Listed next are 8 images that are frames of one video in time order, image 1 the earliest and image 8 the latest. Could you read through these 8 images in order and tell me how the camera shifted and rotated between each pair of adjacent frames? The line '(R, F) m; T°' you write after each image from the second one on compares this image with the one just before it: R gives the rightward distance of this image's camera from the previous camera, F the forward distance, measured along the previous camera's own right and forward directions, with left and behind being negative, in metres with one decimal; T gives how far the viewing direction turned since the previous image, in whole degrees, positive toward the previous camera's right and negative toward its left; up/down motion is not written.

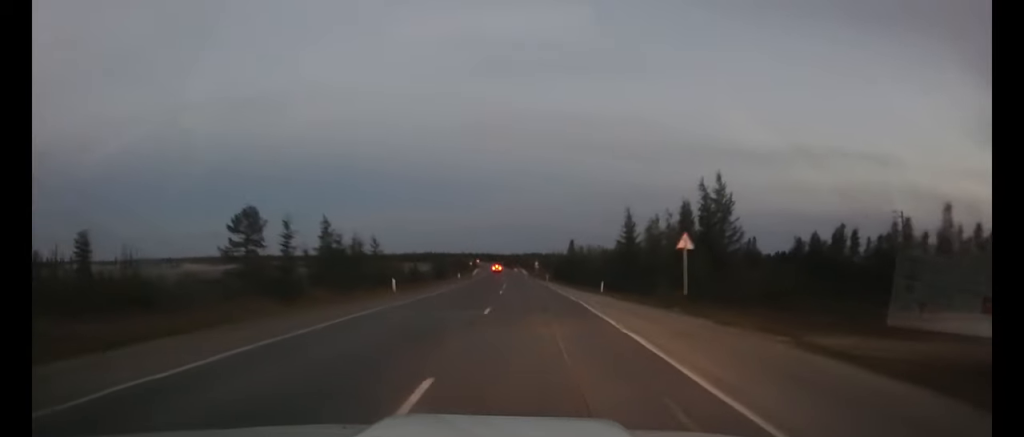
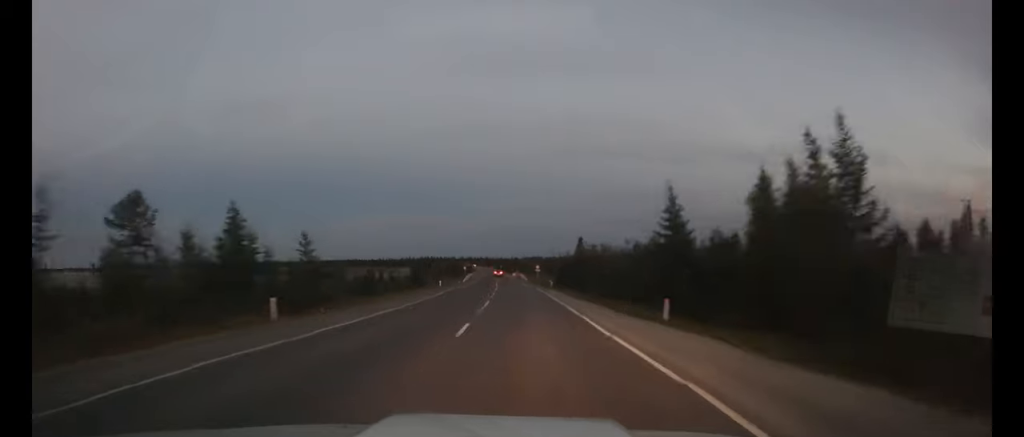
(+0.1, +18.3) m; +1°
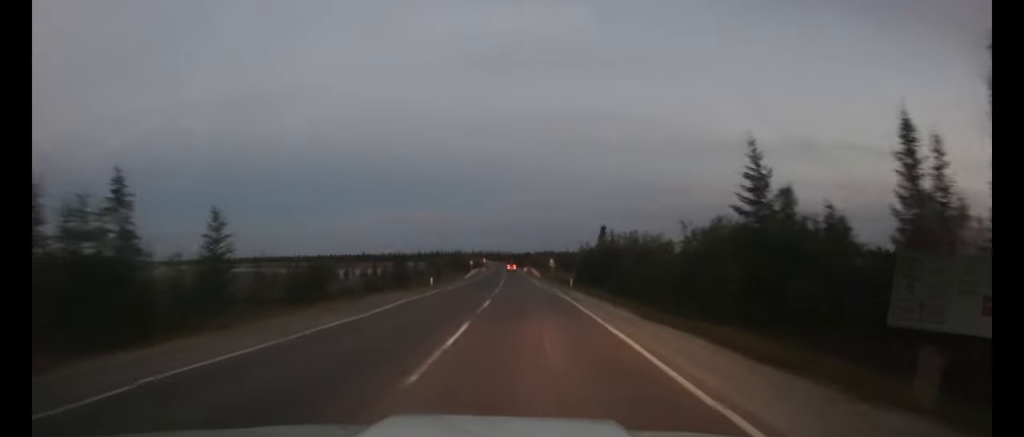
(+0.1, +13.7) m; 0°
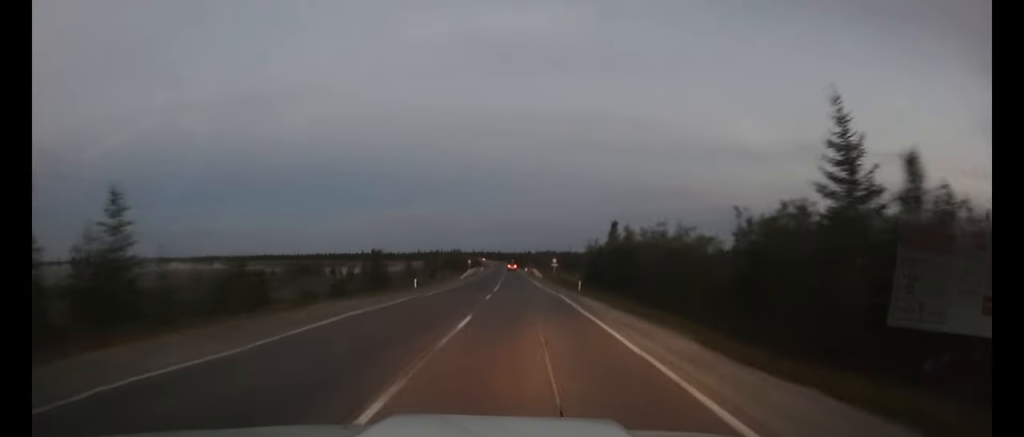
(0.0, +8.2) m; 0°
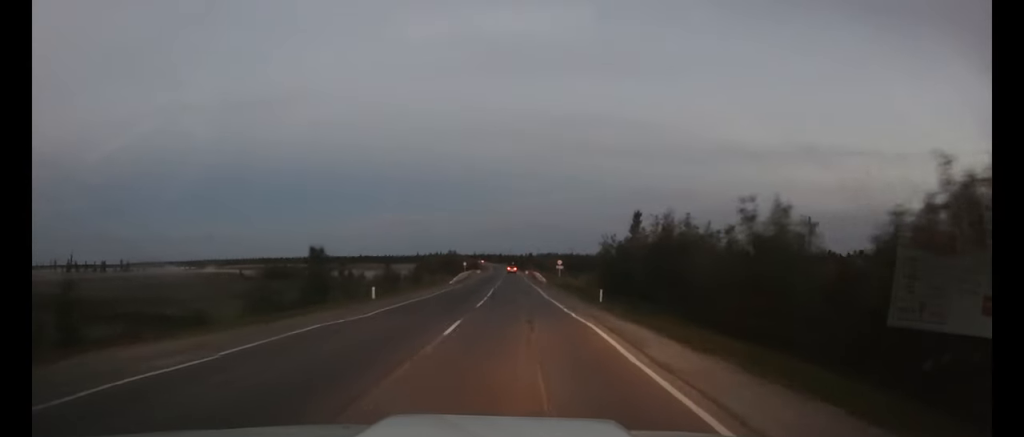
(-0.1, +13.3) m; -1°
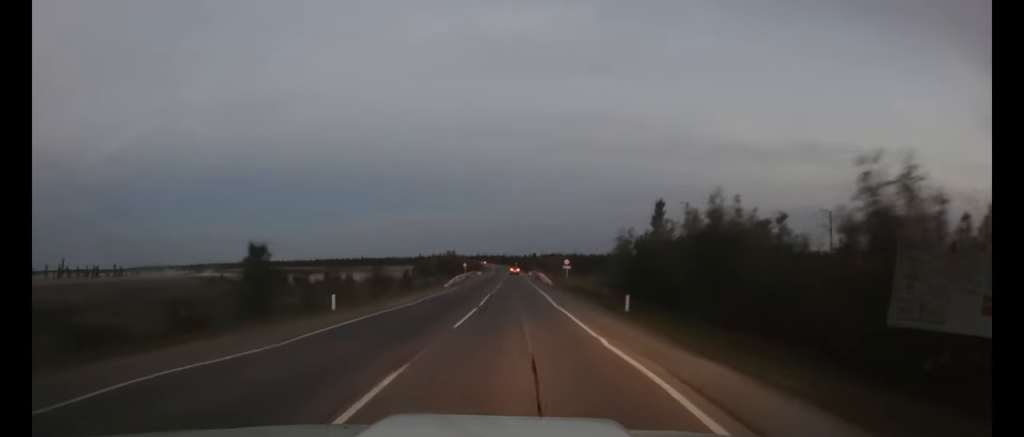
(0.0, +7.9) m; 0°
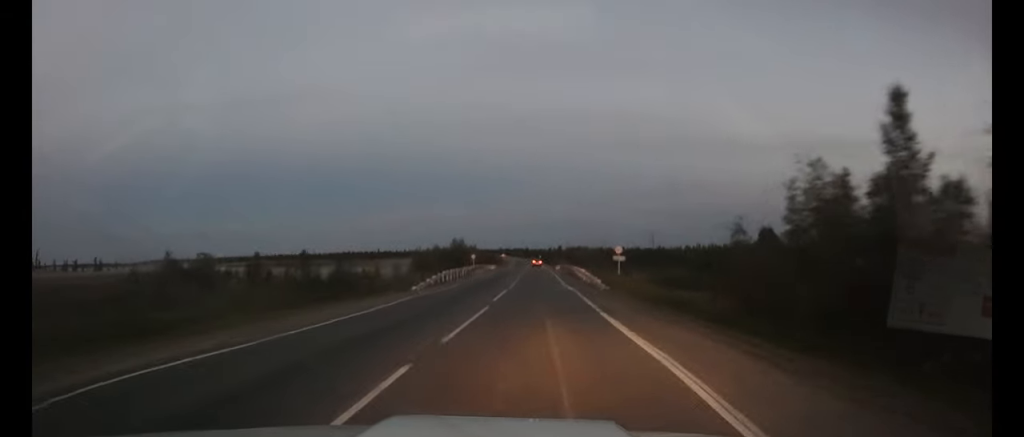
(-0.4, +28.2) m; -2°
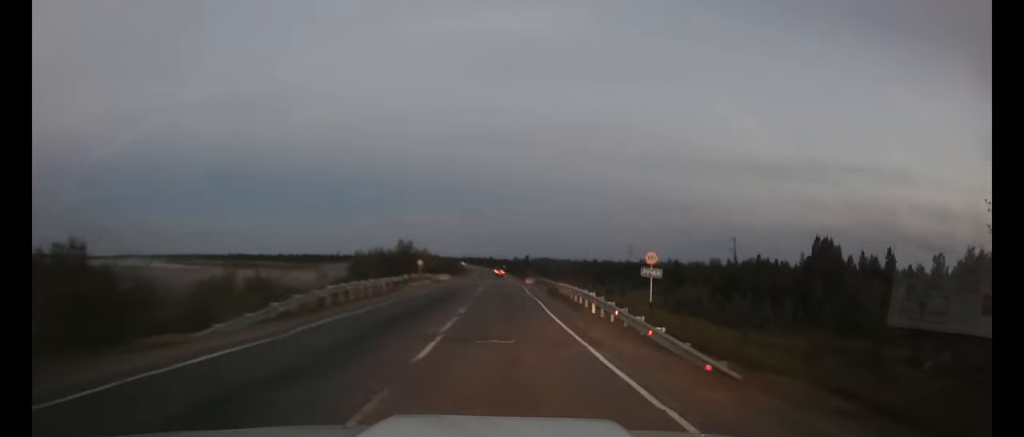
(-0.3, +22.5) m; 0°
